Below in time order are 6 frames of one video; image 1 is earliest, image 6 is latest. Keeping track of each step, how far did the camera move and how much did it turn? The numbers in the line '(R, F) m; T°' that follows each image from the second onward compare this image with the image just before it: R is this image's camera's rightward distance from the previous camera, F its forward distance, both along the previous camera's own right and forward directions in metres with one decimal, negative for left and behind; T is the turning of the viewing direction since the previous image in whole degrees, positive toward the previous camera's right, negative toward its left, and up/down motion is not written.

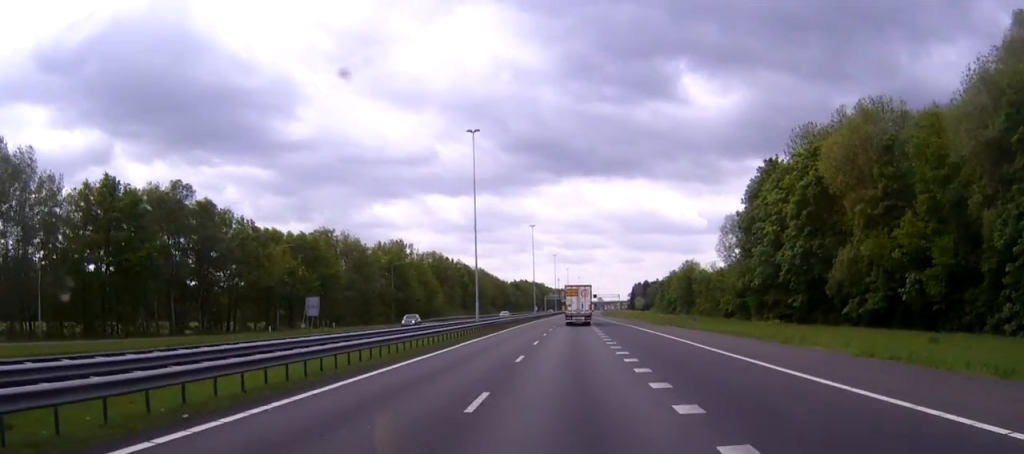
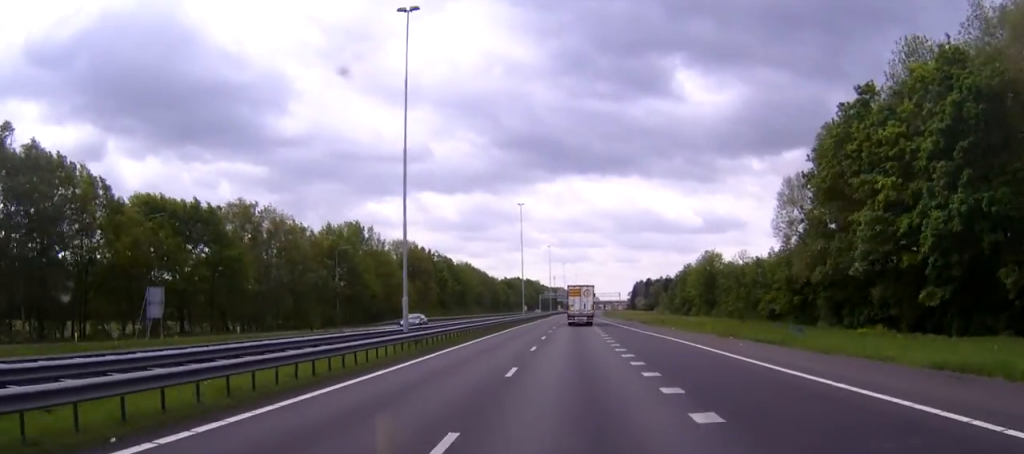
(-0.1, +28.9) m; 0°
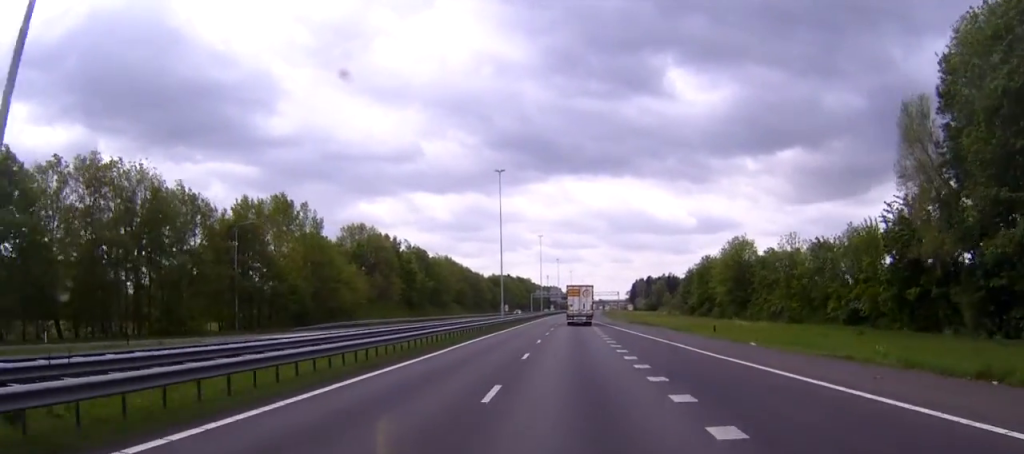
(+0.3, +29.2) m; +1°
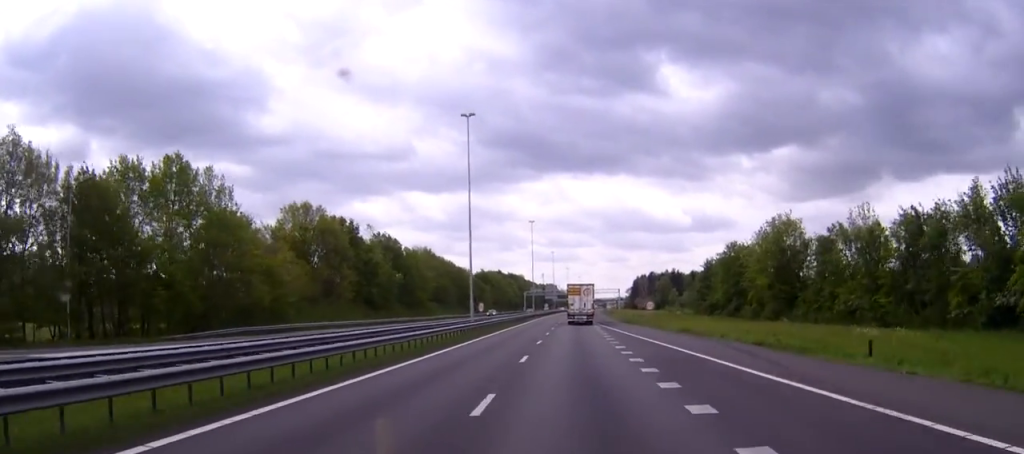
(+0.1, +25.6) m; 0°
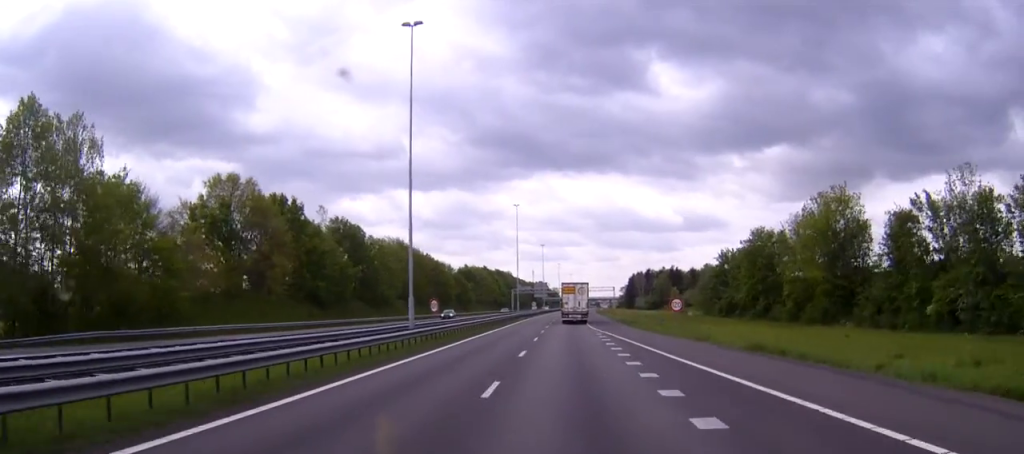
(+0.1, +21.2) m; 0°
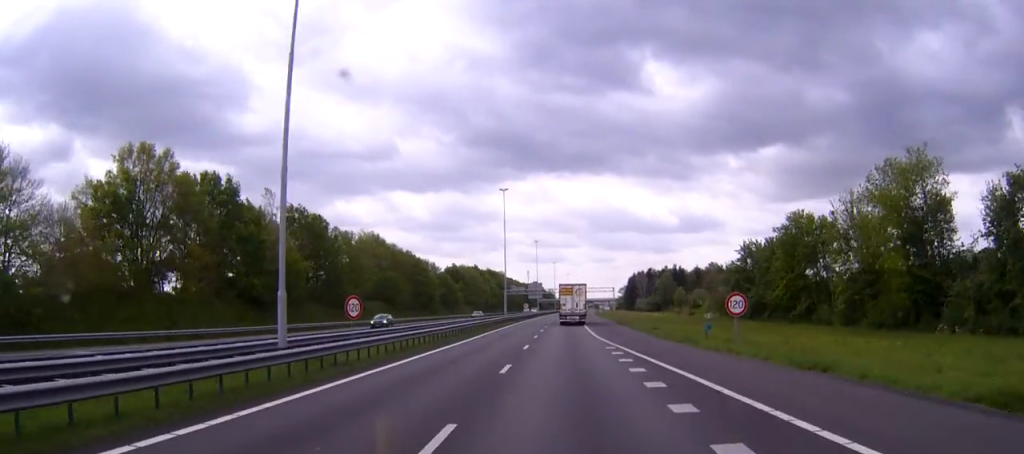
(0.0, +18.3) m; 0°
